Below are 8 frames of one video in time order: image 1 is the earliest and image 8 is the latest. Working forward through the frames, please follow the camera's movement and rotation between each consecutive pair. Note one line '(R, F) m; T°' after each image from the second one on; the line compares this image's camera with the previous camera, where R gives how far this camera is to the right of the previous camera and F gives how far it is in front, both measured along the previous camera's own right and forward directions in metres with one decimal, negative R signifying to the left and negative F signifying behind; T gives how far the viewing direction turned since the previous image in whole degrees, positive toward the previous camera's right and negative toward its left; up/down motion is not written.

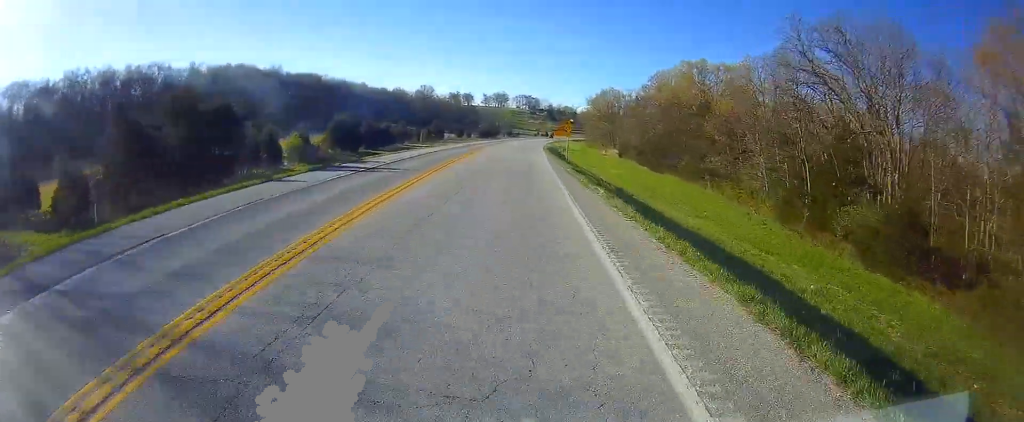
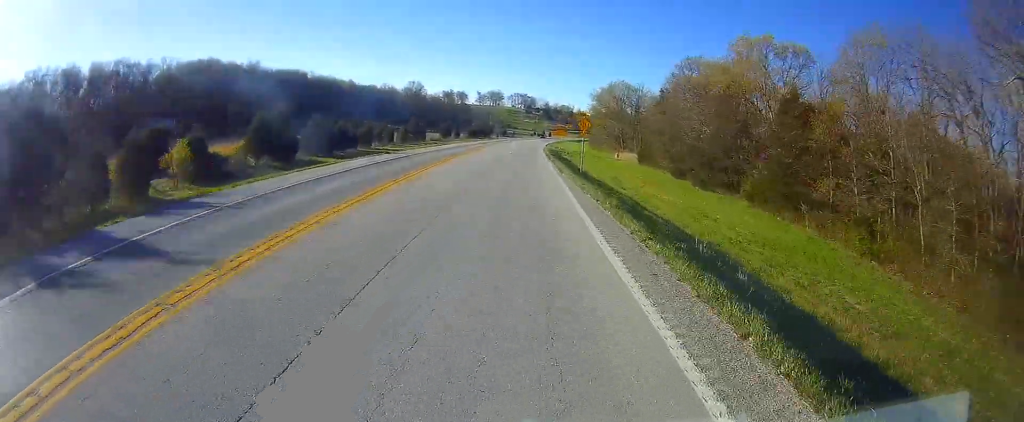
(+0.3, +21.6) m; +1°
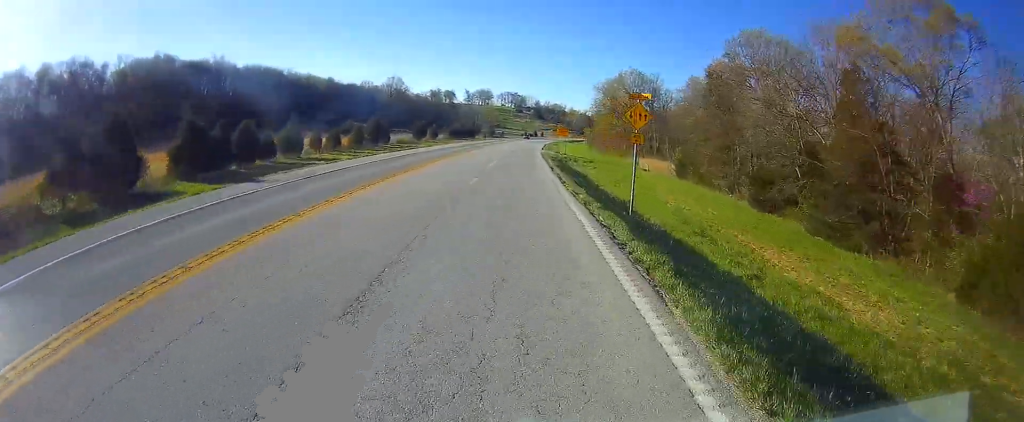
(+0.6, +25.8) m; 0°
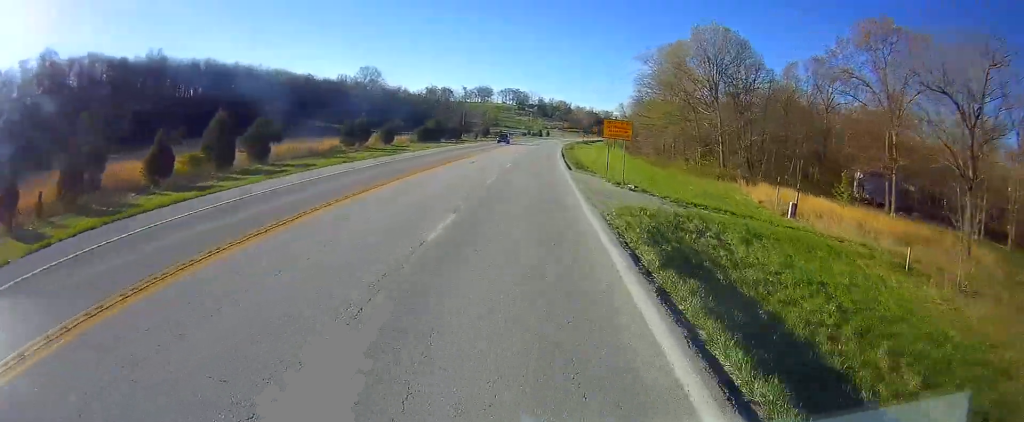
(-0.3, +48.5) m; +1°
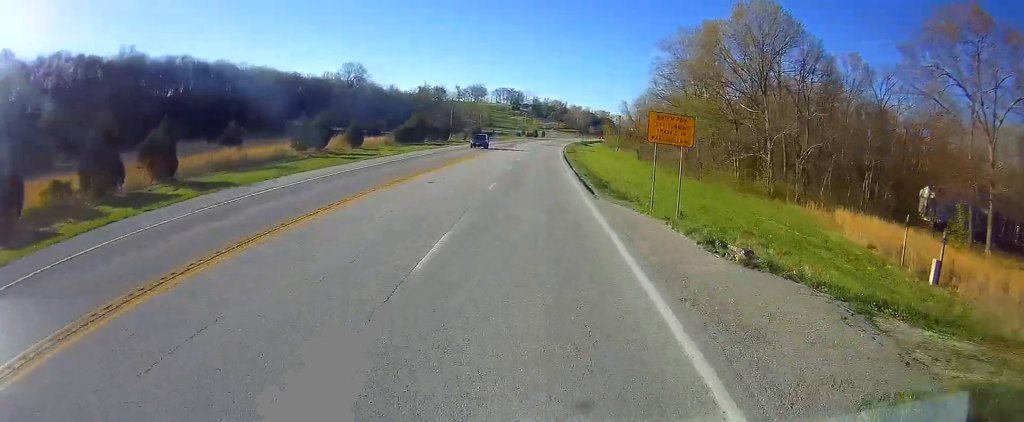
(+0.1, +14.5) m; +1°
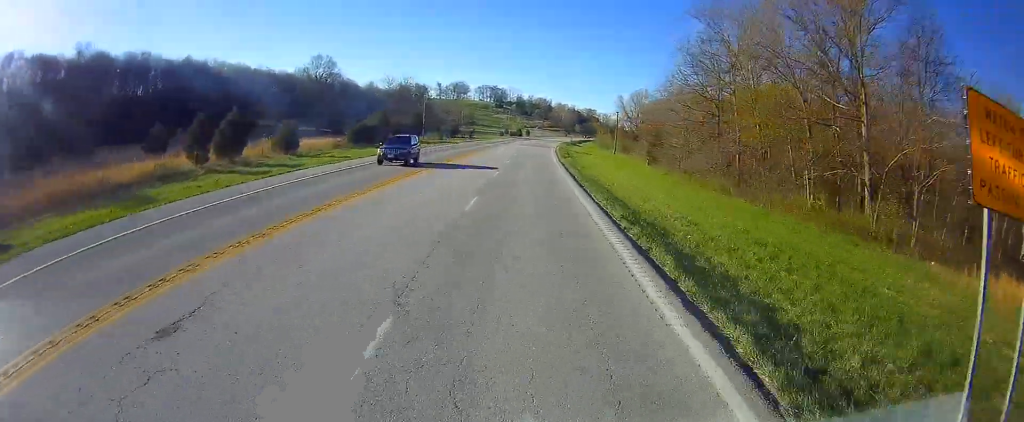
(0.0, +17.5) m; +1°
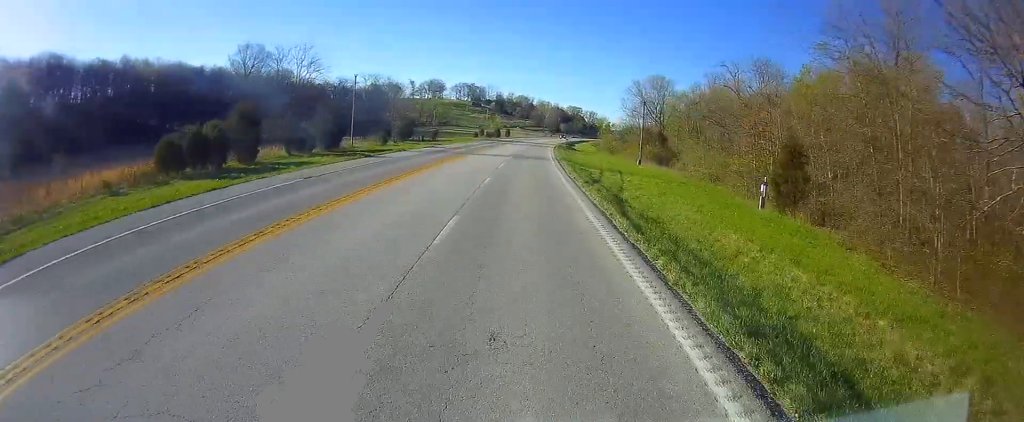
(+0.8, +40.2) m; +2°
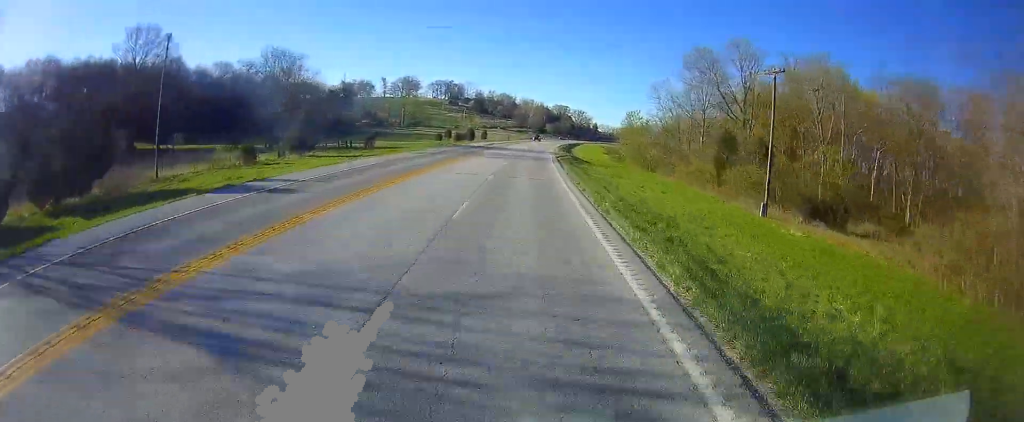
(+0.6, +44.3) m; +2°
